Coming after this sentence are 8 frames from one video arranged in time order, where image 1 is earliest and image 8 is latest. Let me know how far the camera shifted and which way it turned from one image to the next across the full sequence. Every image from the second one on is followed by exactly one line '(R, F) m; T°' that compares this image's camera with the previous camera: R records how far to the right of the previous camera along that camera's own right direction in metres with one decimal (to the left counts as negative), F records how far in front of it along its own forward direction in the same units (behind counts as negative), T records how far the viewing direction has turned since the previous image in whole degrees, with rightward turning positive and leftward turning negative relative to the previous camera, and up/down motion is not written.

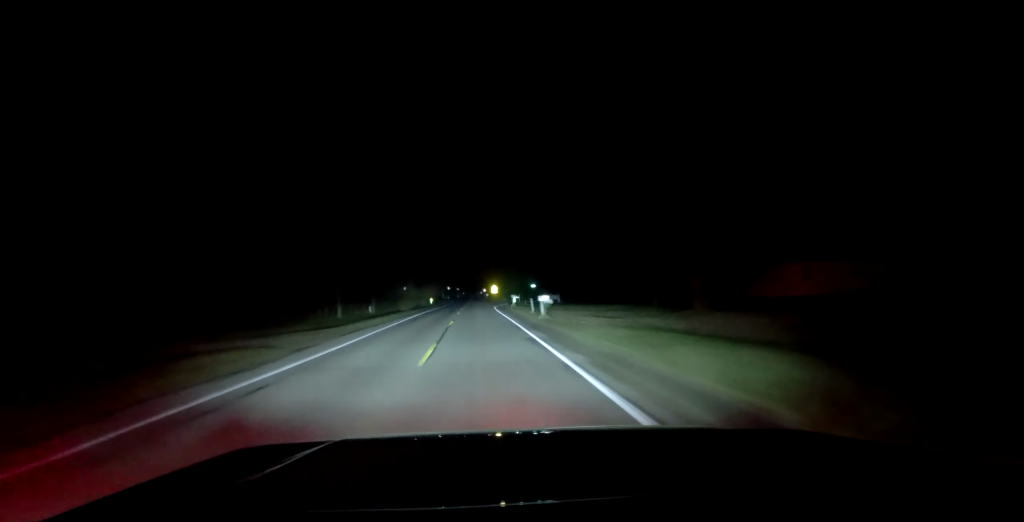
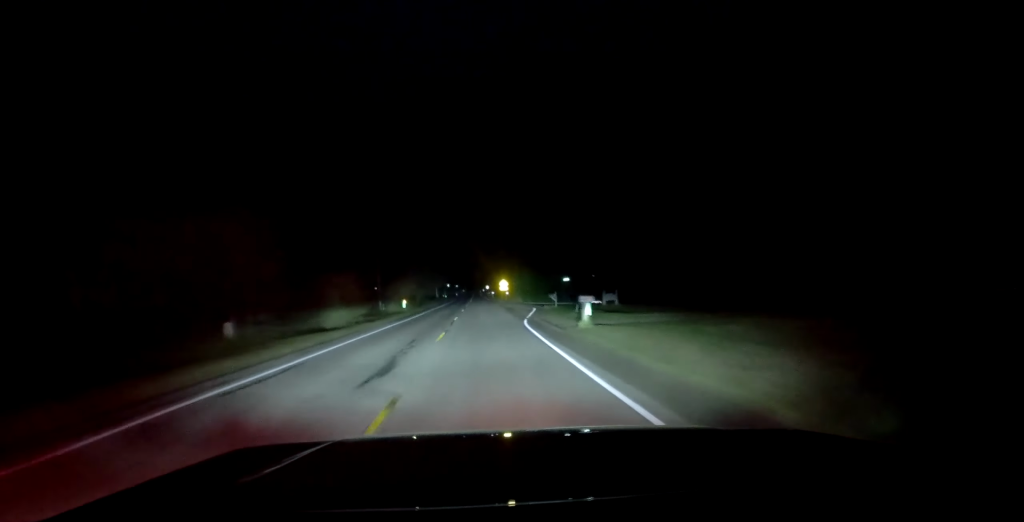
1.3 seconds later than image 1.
(-0.7, +39.4) m; -2°
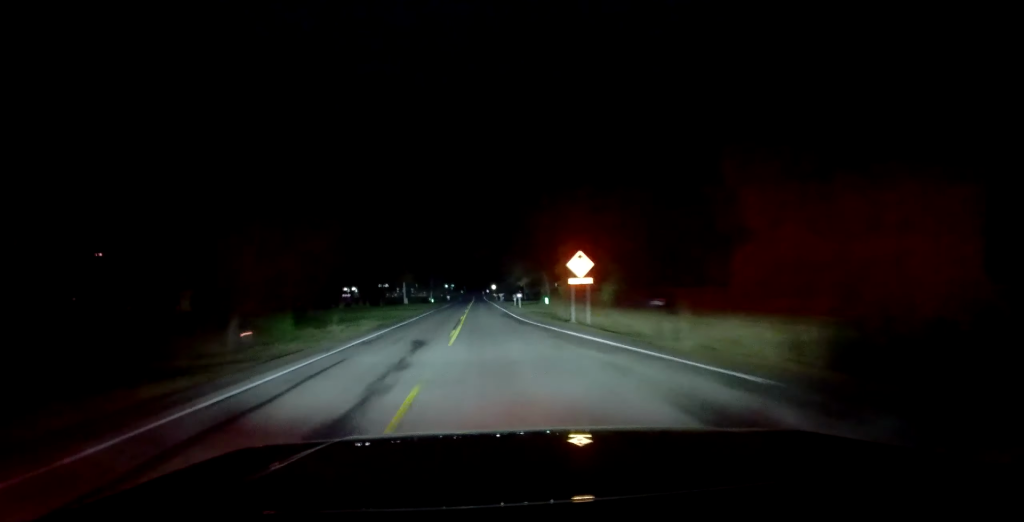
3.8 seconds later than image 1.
(+0.8, +74.9) m; 0°
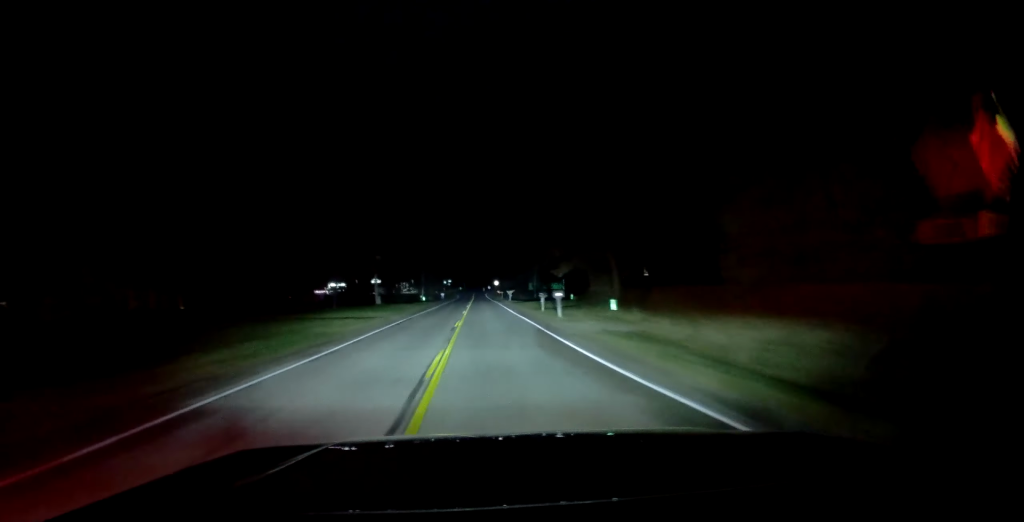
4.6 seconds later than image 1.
(-0.2, +25.4) m; -1°
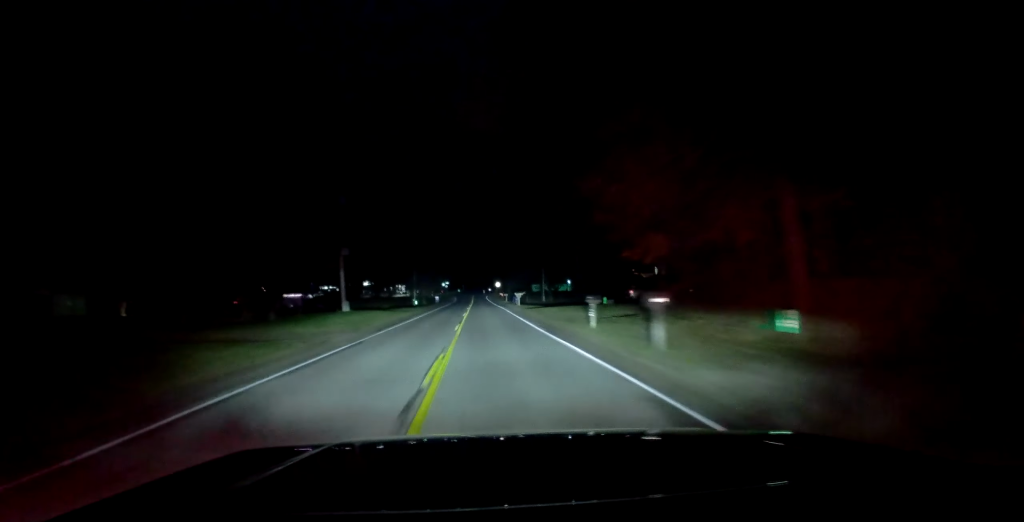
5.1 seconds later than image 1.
(+0.1, +16.1) m; 0°
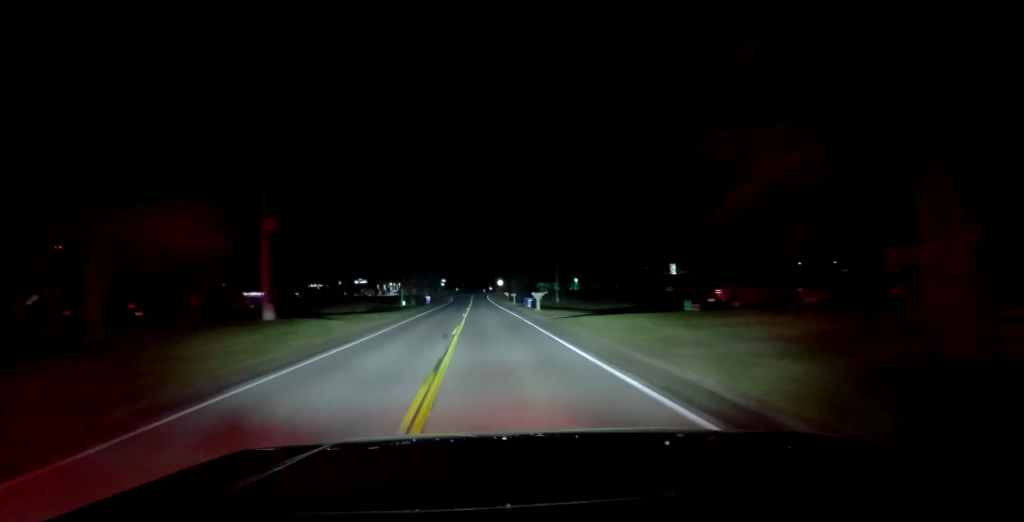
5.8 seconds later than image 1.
(-0.2, +18.7) m; 0°
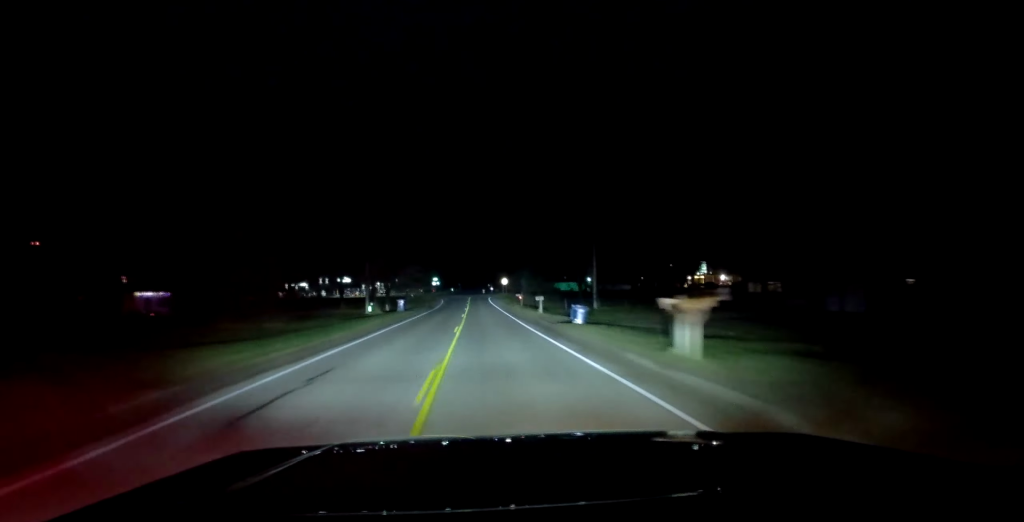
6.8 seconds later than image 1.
(0.0, +30.3) m; 0°
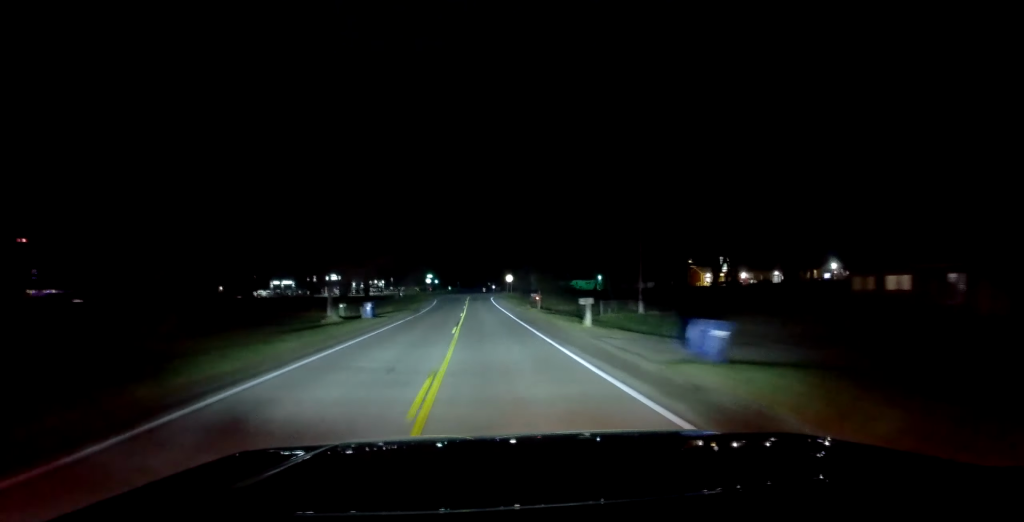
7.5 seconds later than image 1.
(+0.1, +18.0) m; +1°
